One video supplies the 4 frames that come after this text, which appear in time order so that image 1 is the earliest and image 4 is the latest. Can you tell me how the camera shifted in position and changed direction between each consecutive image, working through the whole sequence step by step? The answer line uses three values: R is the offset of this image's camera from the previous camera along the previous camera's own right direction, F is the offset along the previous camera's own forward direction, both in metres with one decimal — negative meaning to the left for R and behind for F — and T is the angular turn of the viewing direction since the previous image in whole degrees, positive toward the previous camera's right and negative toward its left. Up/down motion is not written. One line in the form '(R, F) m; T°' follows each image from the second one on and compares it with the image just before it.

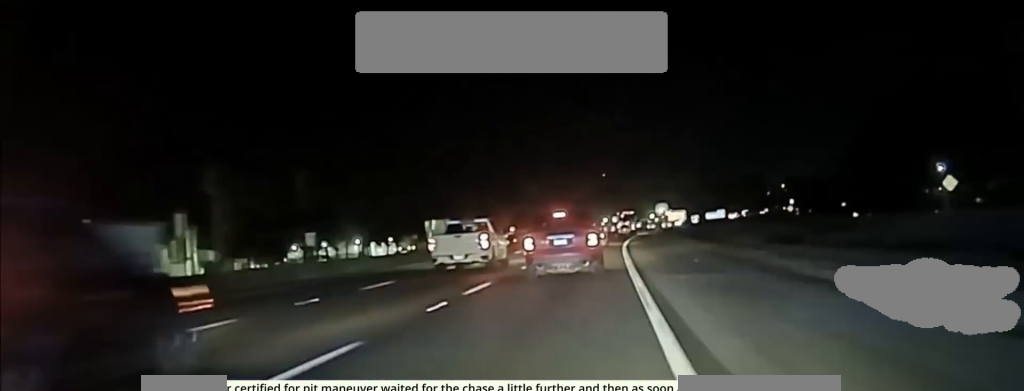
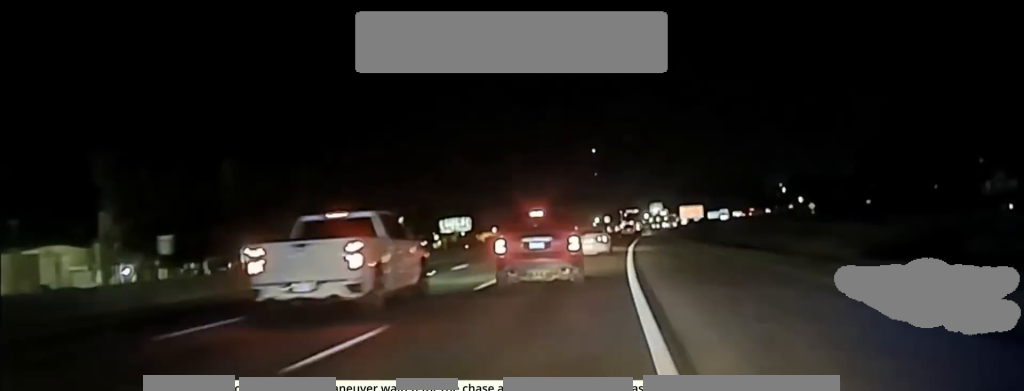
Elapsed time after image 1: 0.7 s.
(-0.1, +36.3) m; 0°
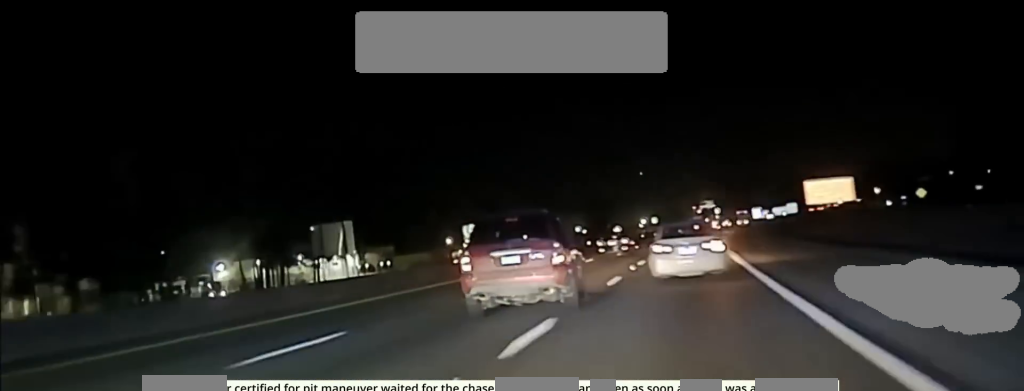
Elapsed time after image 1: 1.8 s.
(-0.3, +51.0) m; -1°
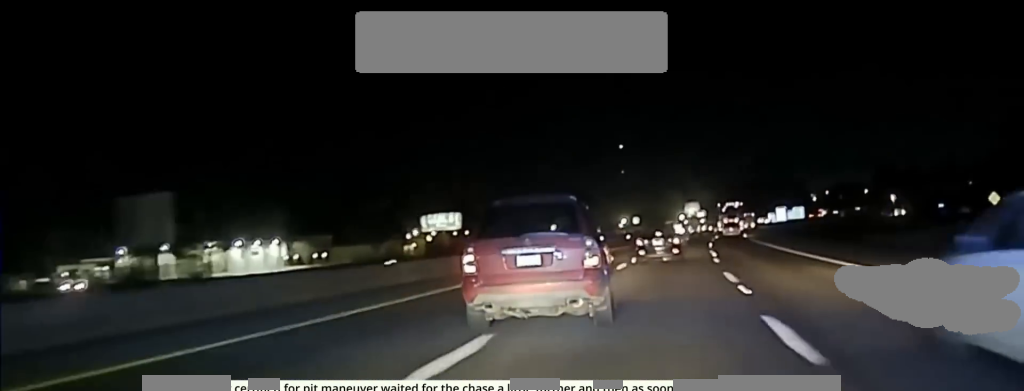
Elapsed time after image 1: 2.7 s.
(-0.5, +37.5) m; 0°
